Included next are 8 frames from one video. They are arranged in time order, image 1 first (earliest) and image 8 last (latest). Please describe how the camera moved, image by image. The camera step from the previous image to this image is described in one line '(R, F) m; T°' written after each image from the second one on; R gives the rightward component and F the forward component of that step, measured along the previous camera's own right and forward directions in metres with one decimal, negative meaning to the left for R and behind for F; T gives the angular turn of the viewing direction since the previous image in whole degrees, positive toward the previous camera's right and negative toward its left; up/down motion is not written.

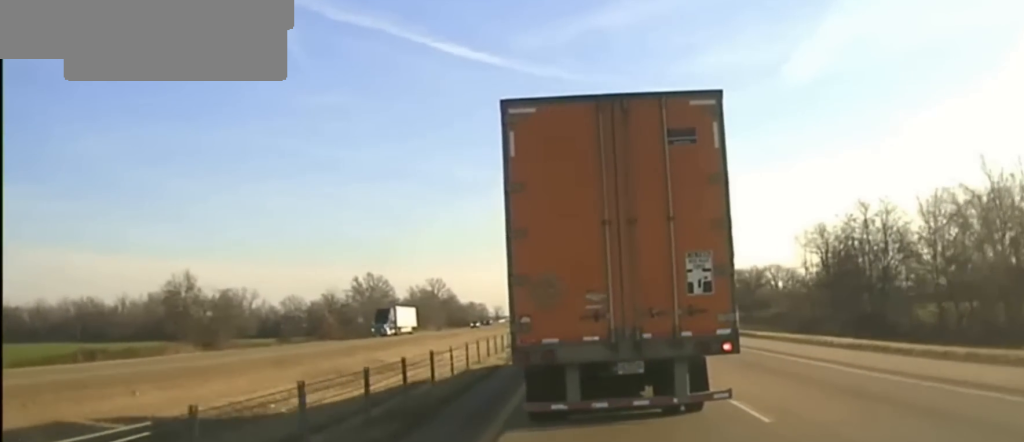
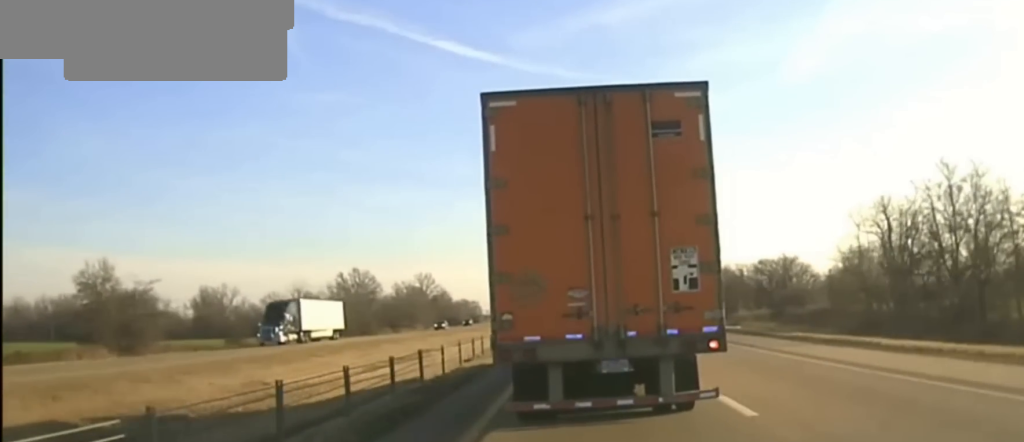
(-0.6, +21.5) m; -1°
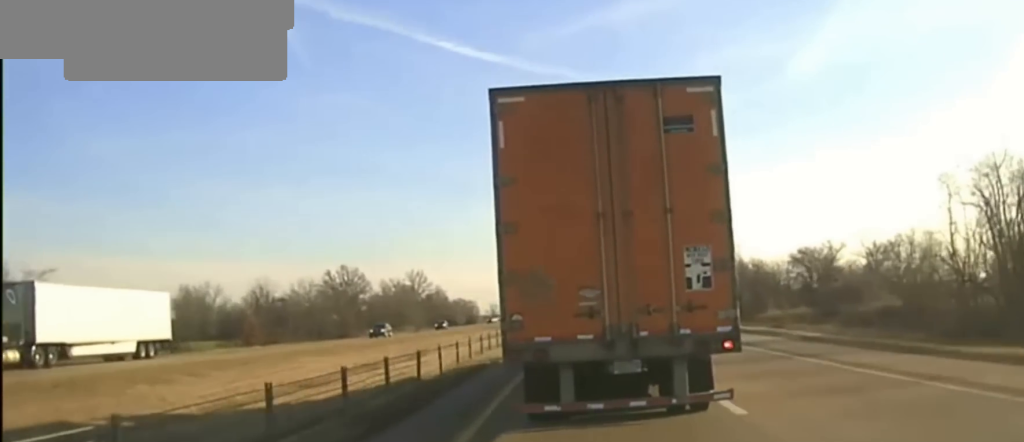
(-0.2, +19.5) m; 0°
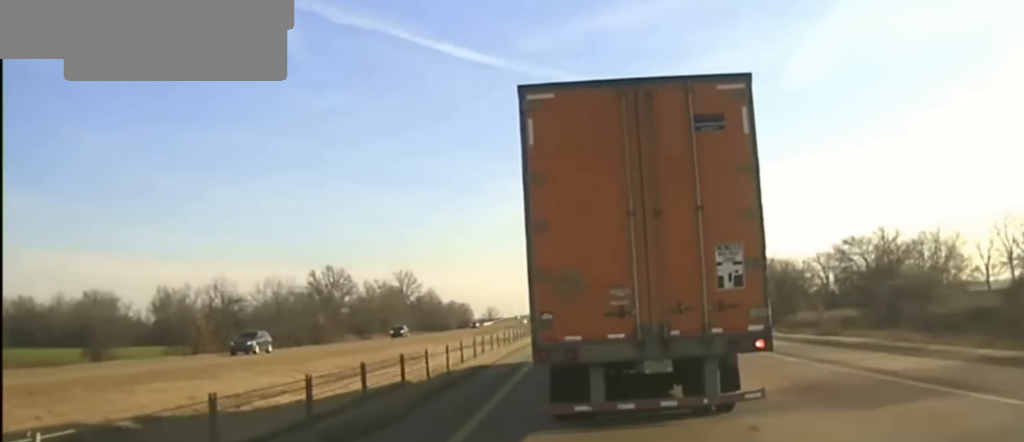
(+0.1, +17.1) m; +1°
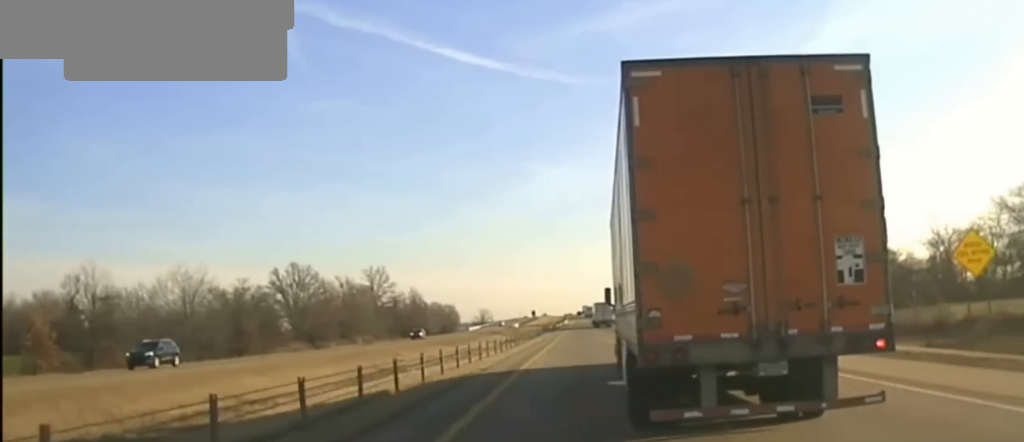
(+0.1, +39.1) m; 0°
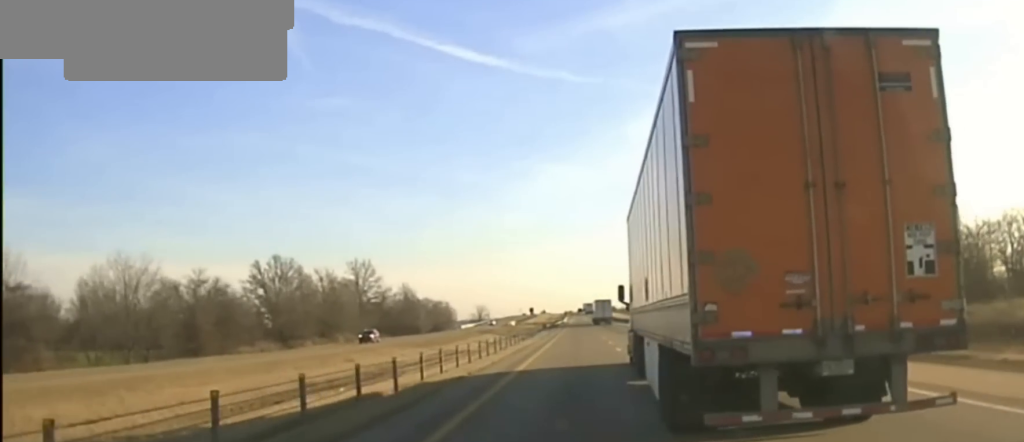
(0.0, +21.9) m; 0°
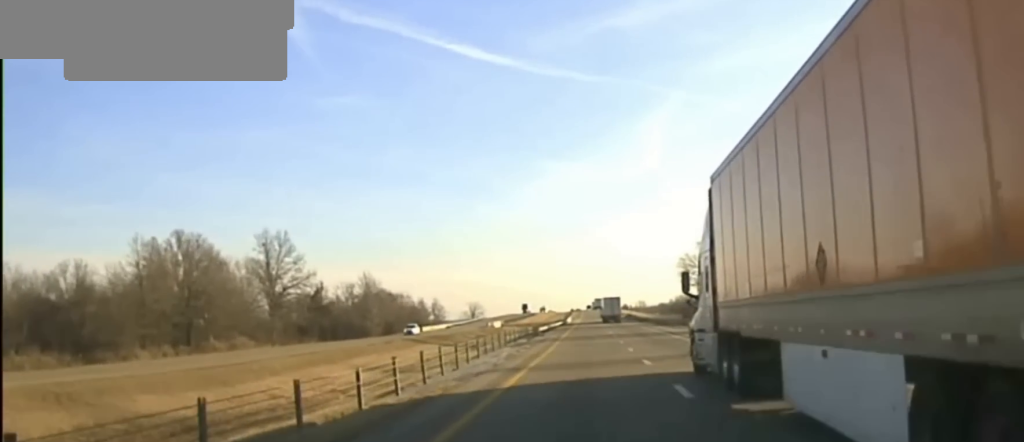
(-0.6, +75.0) m; -1°
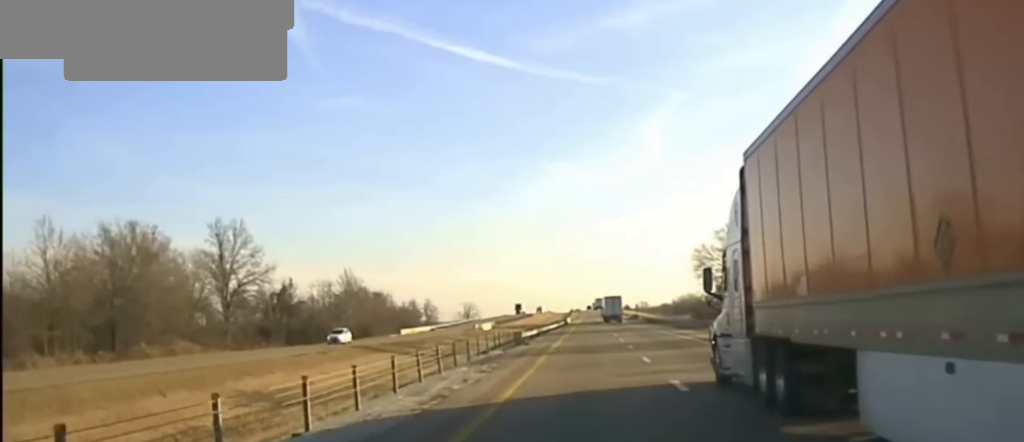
(+0.1, +20.4) m; 0°
